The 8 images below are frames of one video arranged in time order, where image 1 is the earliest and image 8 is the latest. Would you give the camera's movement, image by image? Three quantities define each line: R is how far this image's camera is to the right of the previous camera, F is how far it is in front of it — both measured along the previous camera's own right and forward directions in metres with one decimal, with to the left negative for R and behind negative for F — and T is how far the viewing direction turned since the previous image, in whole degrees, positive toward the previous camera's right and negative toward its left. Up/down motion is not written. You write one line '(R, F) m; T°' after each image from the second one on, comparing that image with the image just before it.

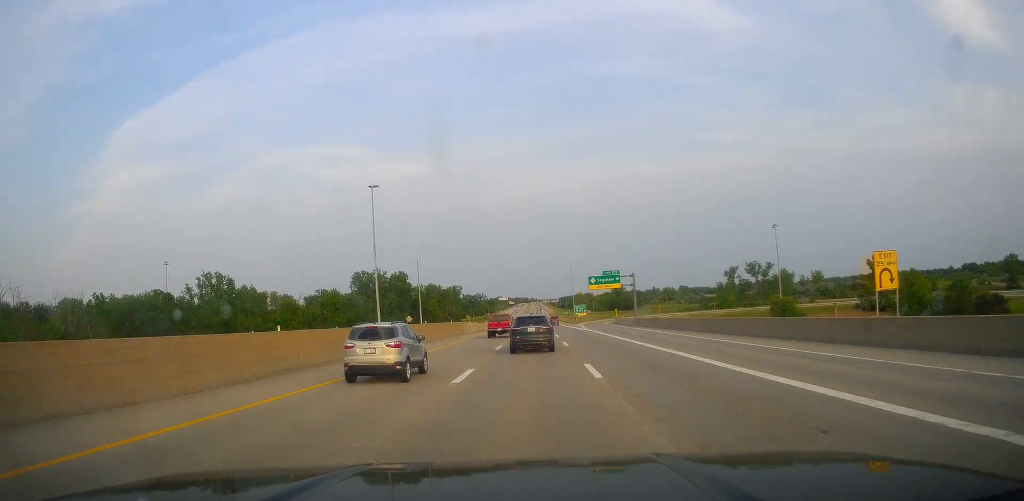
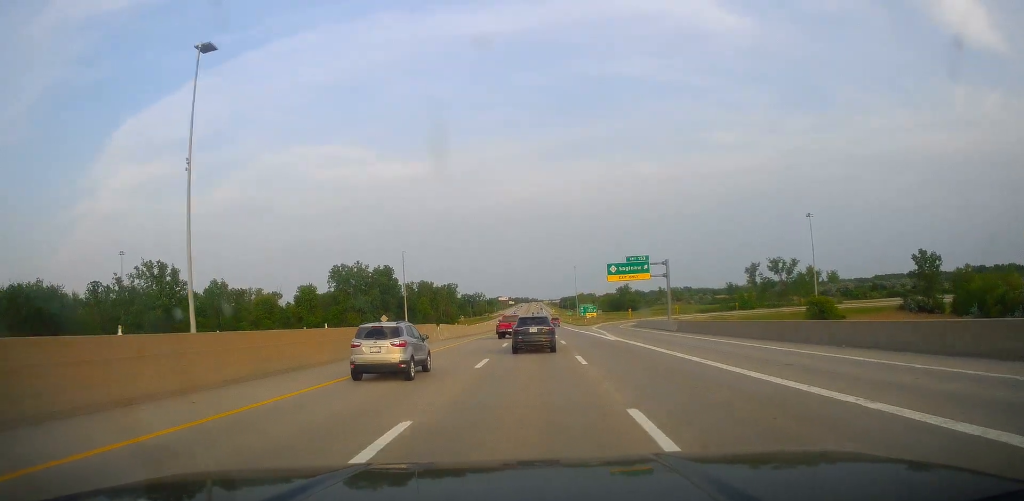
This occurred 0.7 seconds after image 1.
(-0.2, +25.5) m; 0°
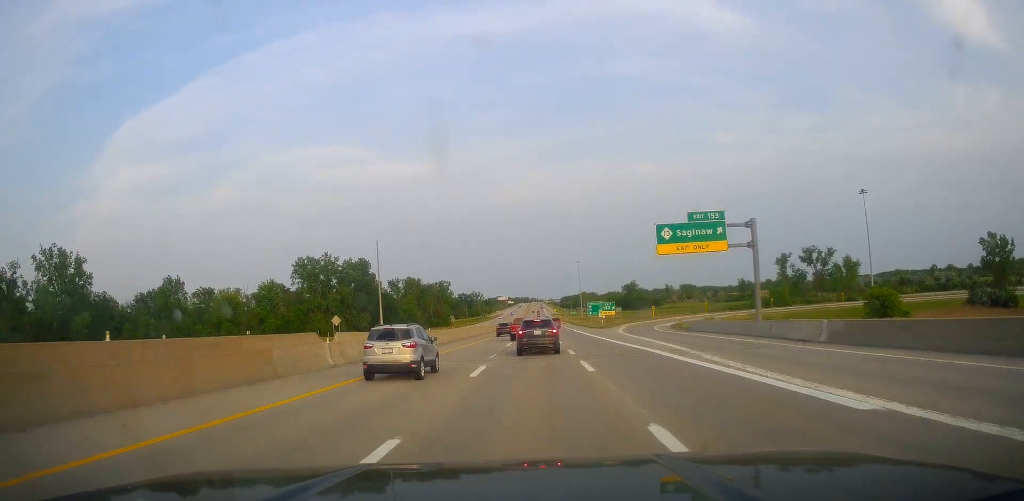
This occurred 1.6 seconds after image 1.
(0.0, +31.0) m; 0°
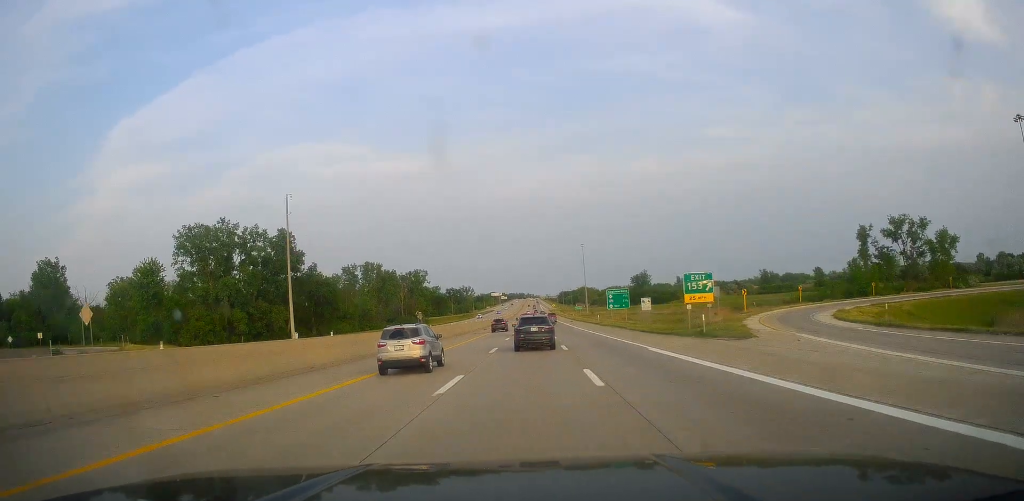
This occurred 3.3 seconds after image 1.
(+0.4, +58.0) m; 0°
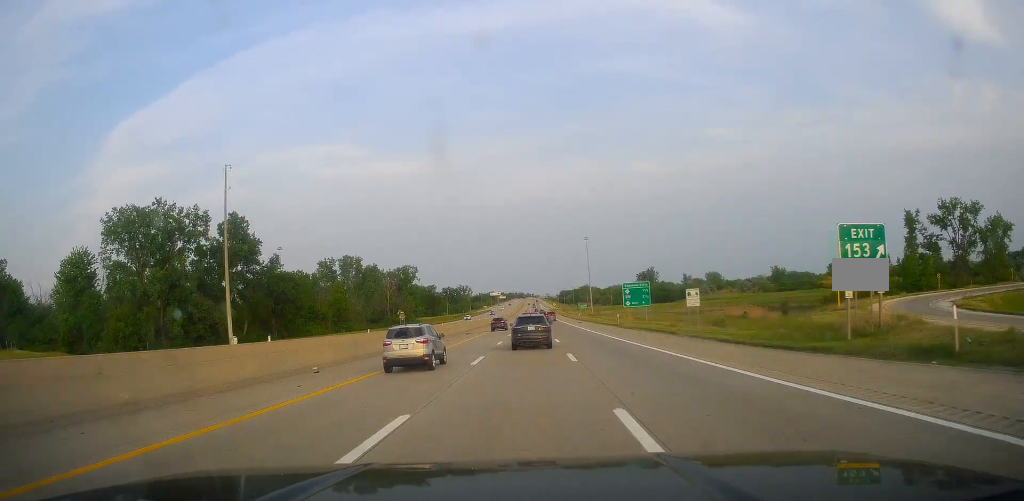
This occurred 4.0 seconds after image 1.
(0.0, +22.7) m; 0°
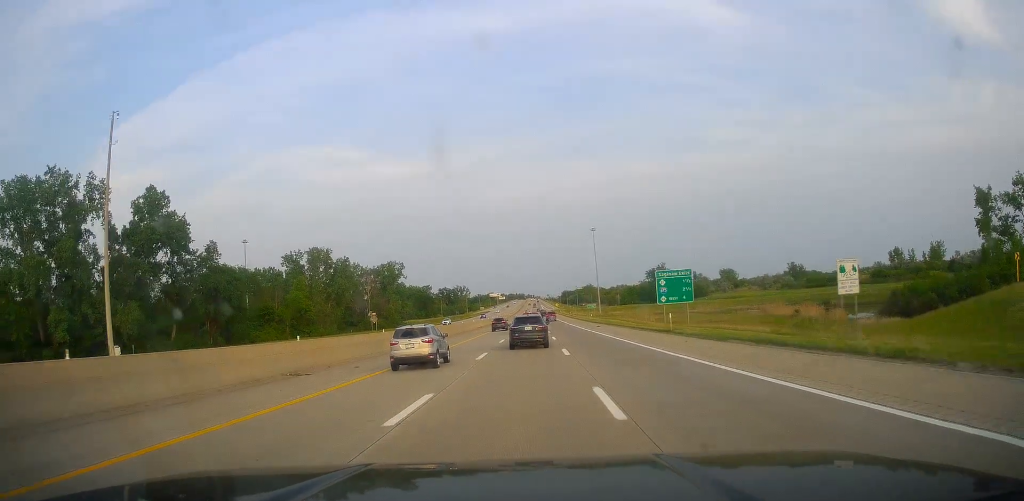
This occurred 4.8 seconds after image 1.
(-0.1, +27.3) m; -1°
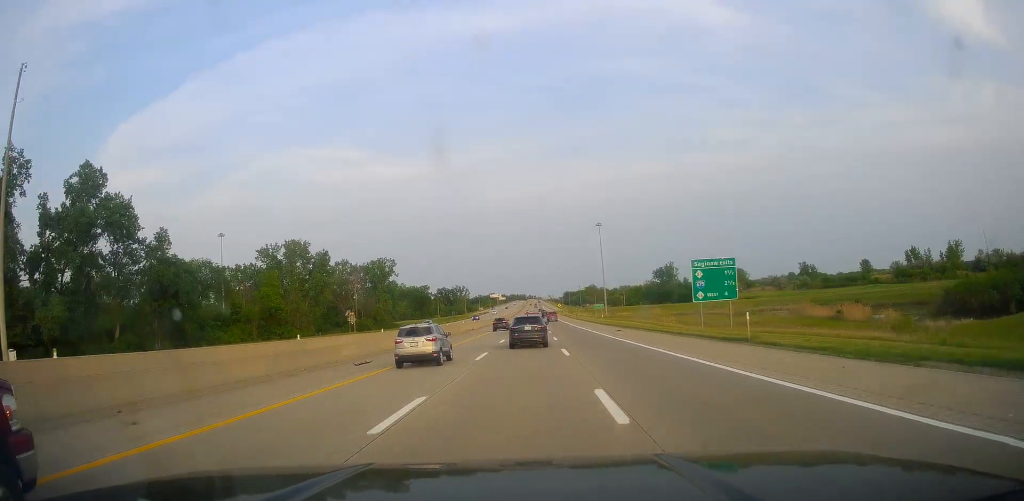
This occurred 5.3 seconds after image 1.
(-0.2, +15.8) m; 0°
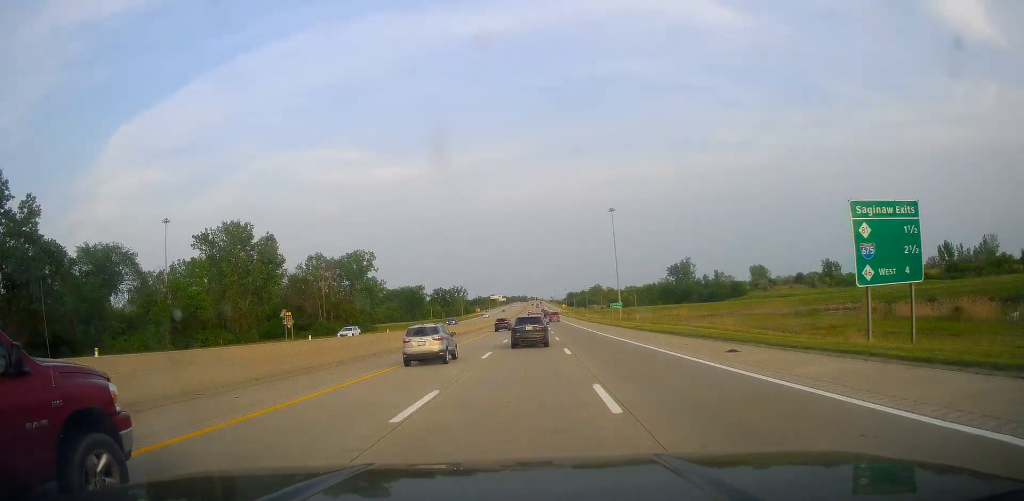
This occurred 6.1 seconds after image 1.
(+0.1, +29.4) m; +1°
